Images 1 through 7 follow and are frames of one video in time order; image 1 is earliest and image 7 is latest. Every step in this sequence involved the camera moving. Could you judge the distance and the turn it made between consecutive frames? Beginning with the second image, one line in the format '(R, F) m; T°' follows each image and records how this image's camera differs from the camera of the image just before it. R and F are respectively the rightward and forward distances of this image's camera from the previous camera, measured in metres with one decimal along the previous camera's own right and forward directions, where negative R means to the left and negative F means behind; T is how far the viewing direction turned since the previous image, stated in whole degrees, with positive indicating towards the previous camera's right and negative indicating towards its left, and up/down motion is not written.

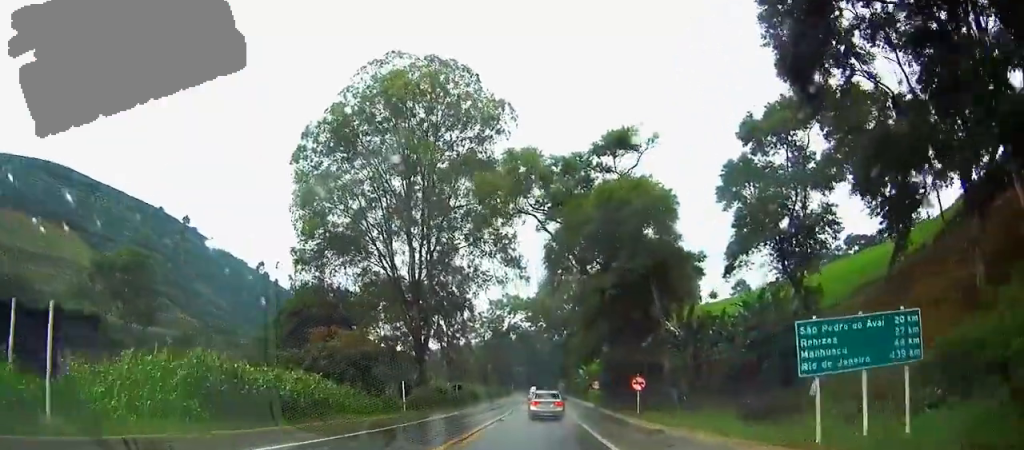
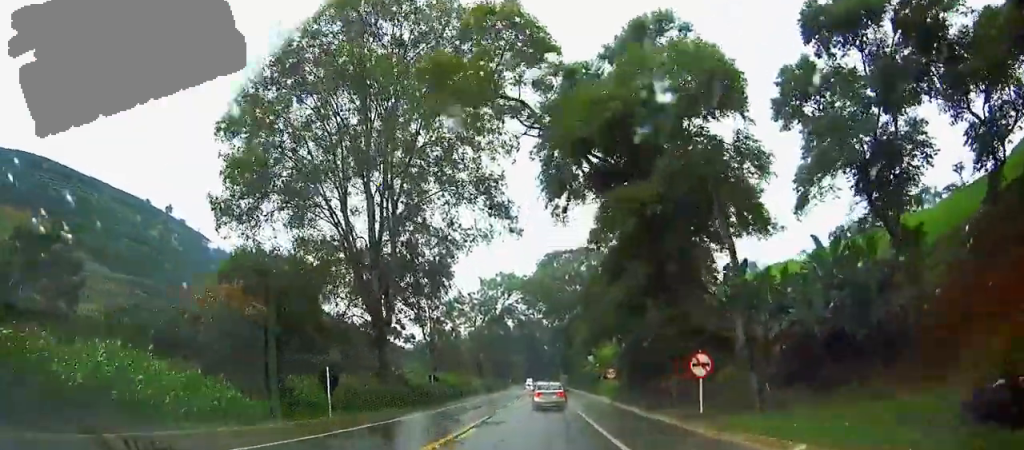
(0.0, +17.0) m; 0°
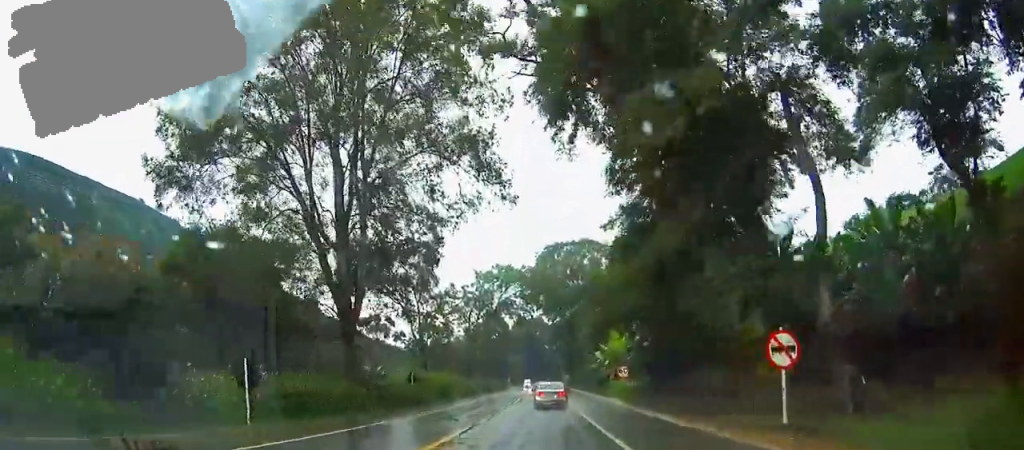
(0.0, +9.0) m; 0°
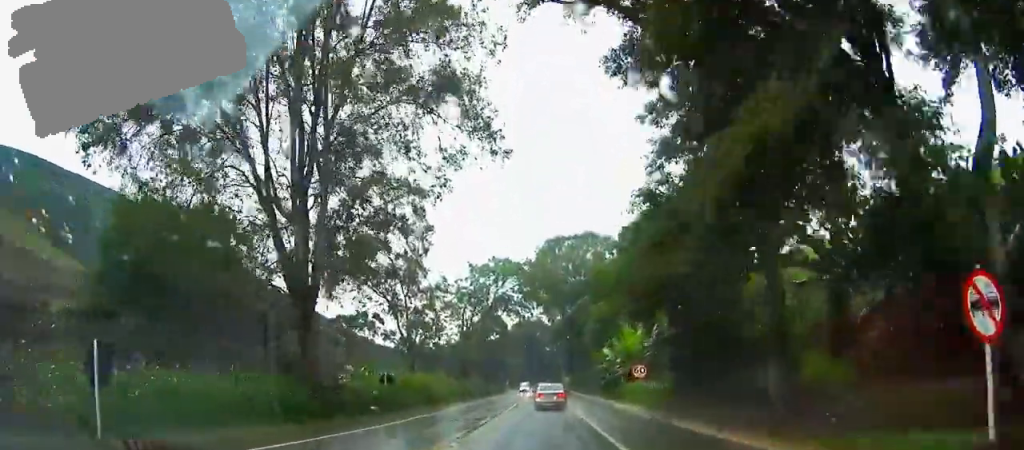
(0.0, +8.5) m; 0°
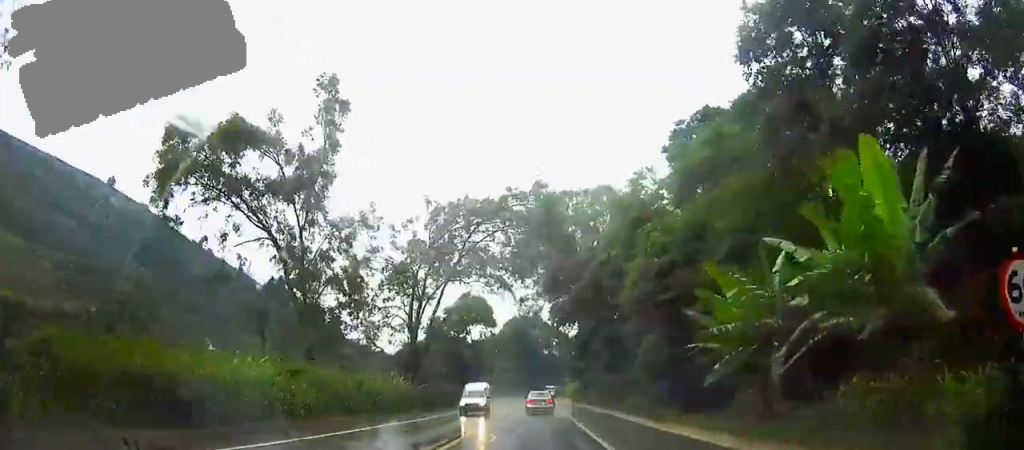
(-0.1, +36.0) m; 0°
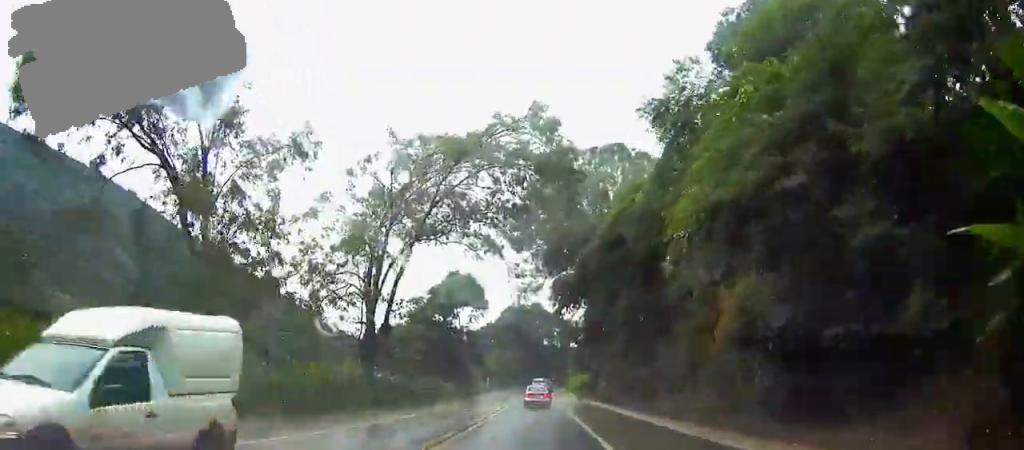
(0.0, +15.0) m; 0°
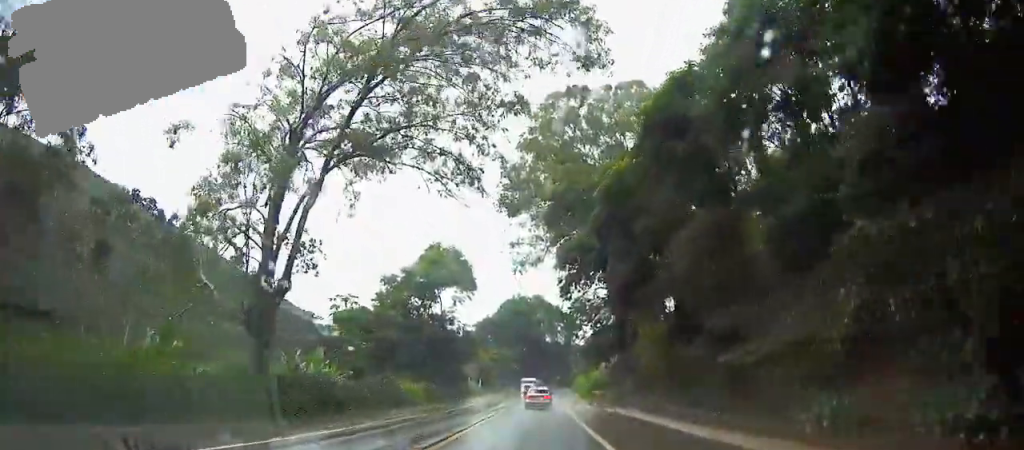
(0.0, +17.7) m; 0°
